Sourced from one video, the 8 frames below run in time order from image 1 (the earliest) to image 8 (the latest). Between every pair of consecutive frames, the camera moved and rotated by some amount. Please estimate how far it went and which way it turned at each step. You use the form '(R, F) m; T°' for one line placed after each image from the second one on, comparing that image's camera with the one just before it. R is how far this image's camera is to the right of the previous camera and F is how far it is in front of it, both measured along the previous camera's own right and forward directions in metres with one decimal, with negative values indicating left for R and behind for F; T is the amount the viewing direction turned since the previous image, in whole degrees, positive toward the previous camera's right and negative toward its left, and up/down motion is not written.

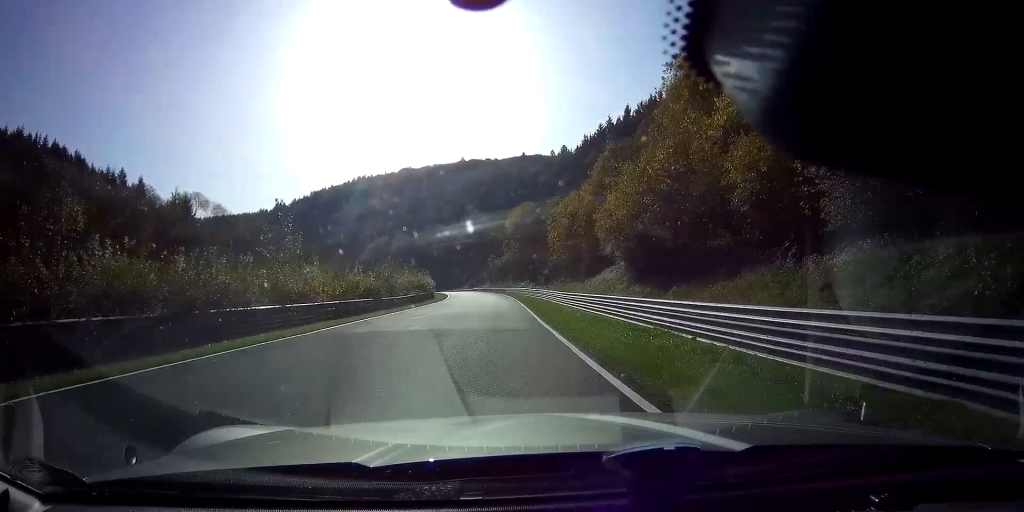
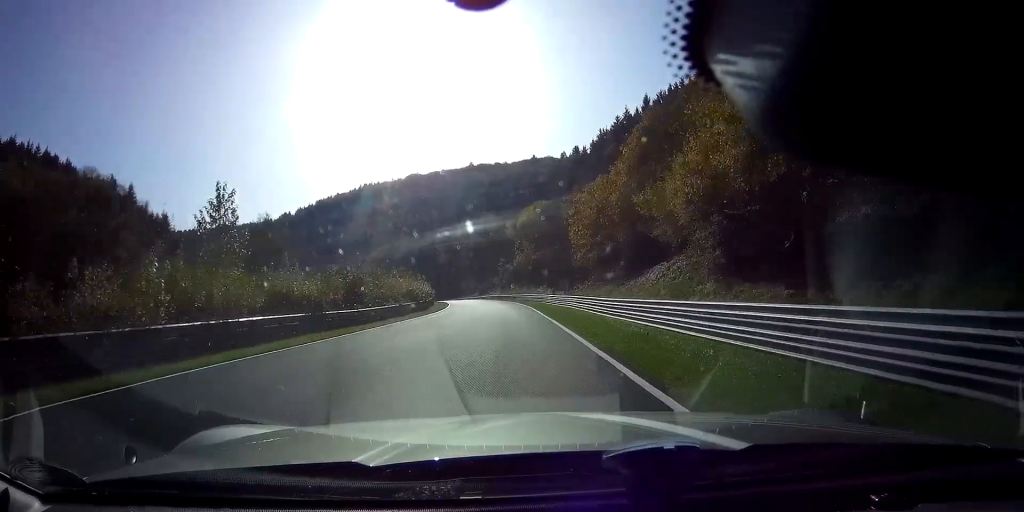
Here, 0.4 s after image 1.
(-0.1, +14.8) m; -1°
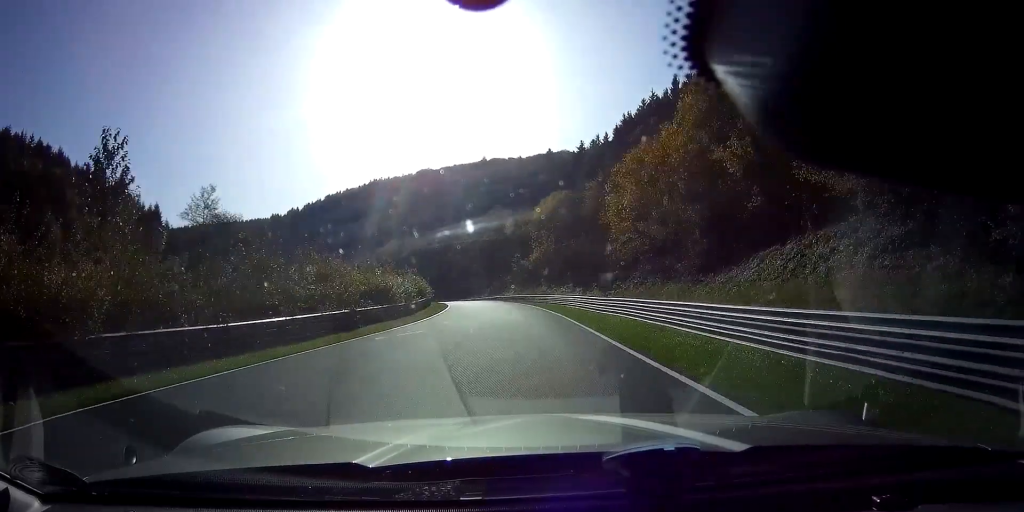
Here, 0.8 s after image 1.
(0.0, +16.0) m; -1°
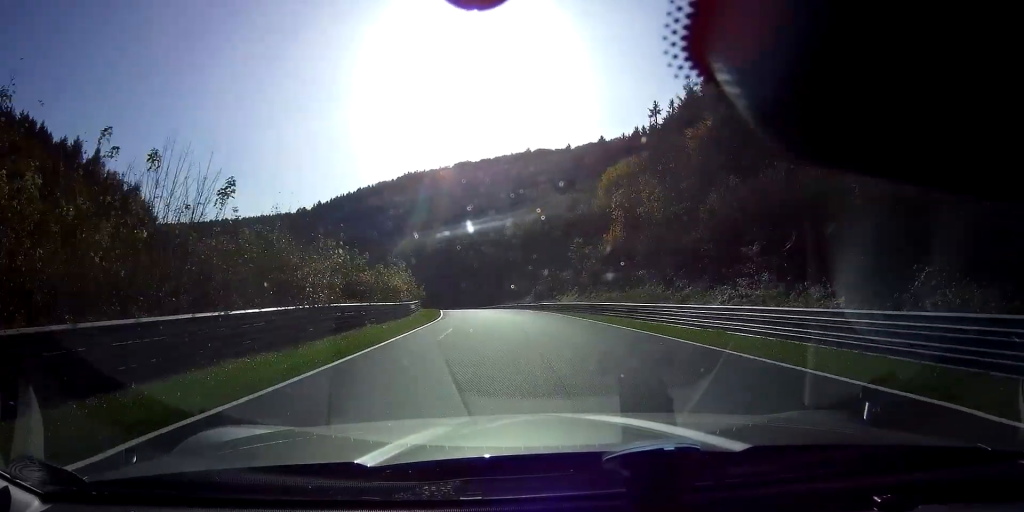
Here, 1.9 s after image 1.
(-1.5, +41.3) m; -4°
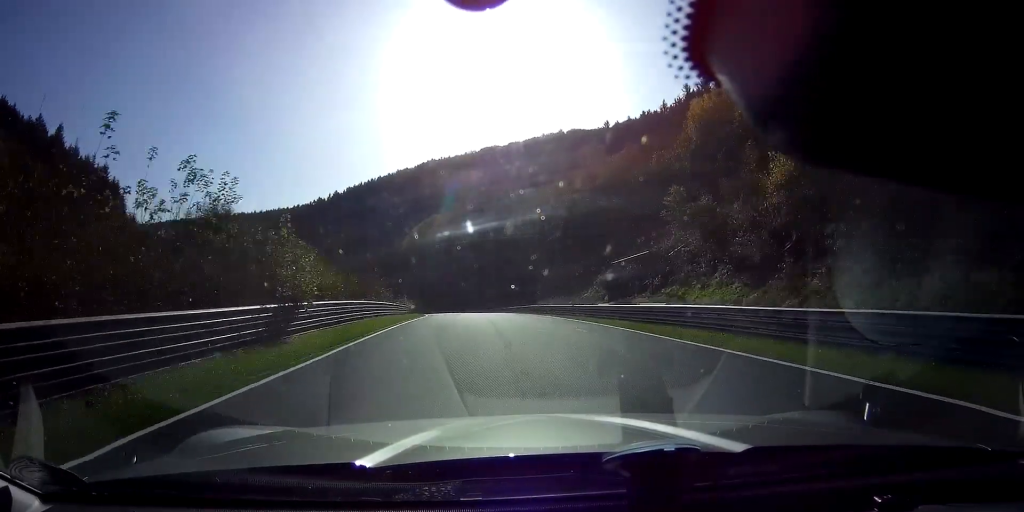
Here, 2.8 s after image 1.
(-0.8, +34.0) m; -4°
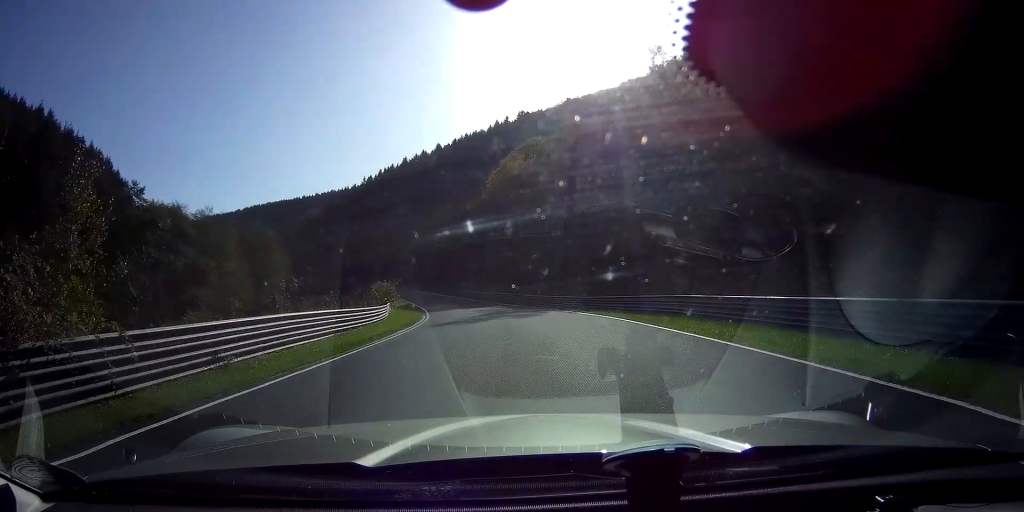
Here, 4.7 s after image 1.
(-6.9, +69.5) m; -13°
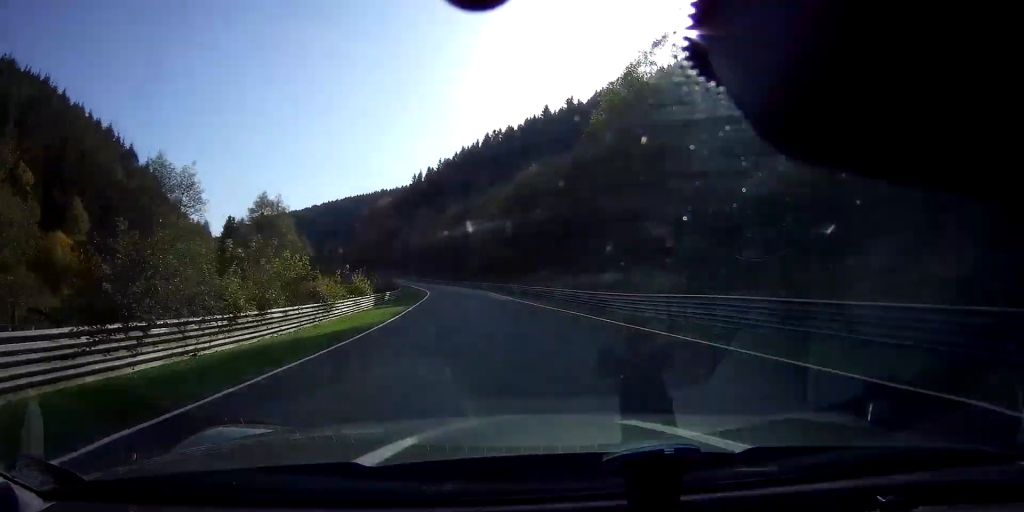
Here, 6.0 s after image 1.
(-4.9, +48.5) m; -10°
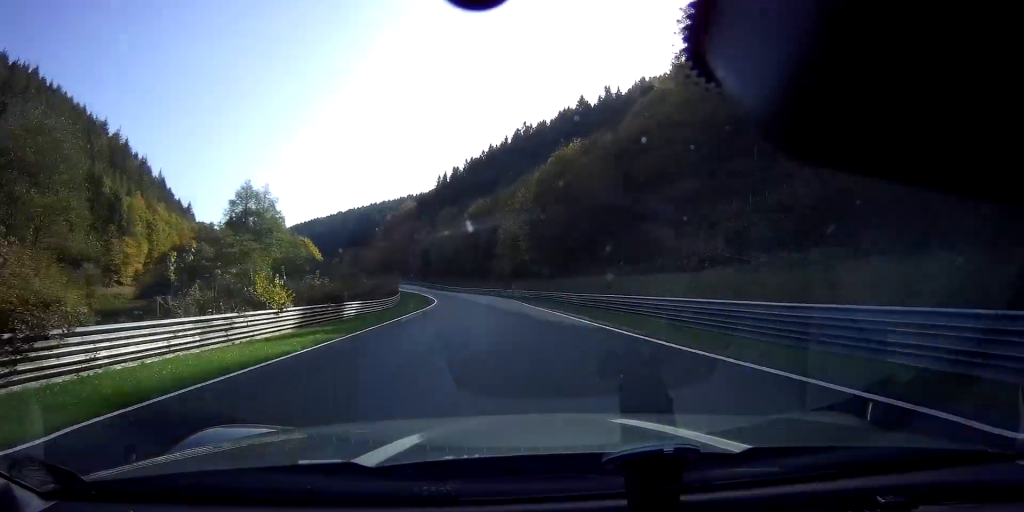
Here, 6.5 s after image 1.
(-0.7, +20.1) m; -4°
